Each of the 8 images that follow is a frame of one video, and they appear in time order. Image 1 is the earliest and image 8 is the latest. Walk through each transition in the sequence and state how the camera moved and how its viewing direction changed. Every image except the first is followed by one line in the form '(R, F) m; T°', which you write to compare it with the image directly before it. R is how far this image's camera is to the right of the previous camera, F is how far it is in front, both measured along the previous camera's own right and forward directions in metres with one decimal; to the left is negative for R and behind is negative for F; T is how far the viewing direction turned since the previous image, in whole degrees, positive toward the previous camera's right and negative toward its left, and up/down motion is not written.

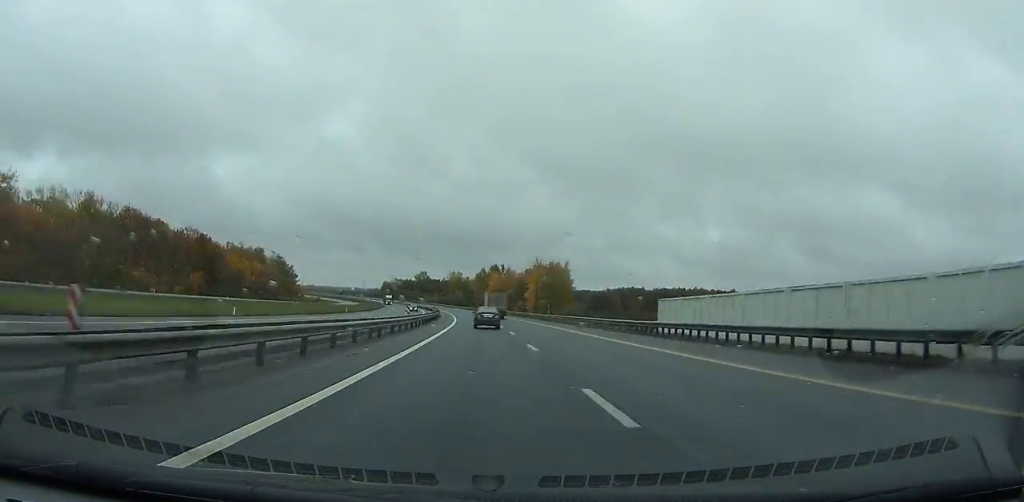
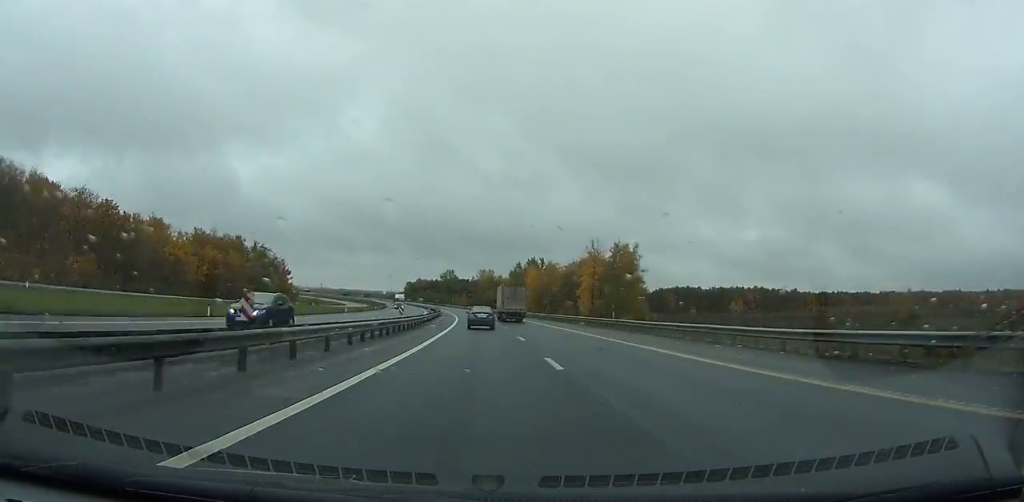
(+0.2, +54.2) m; -2°
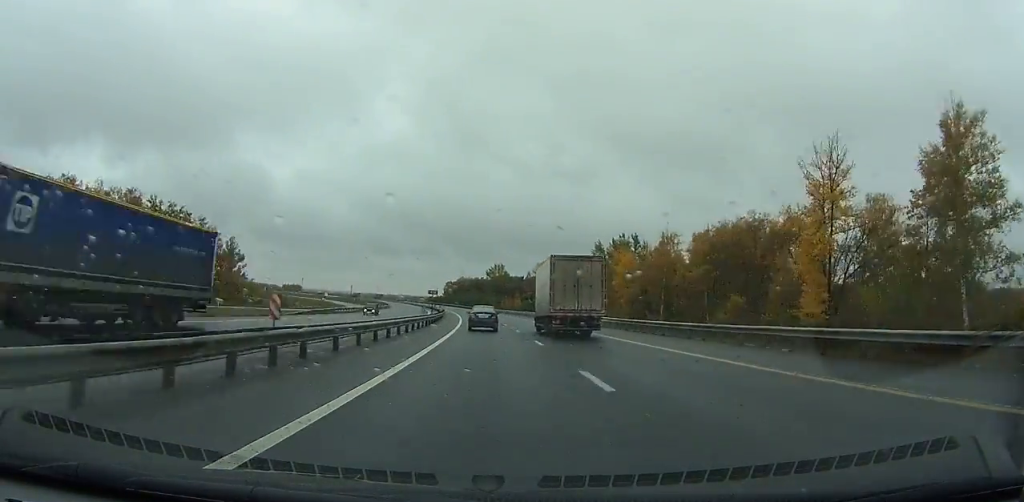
(-3.7, +87.7) m; -5°
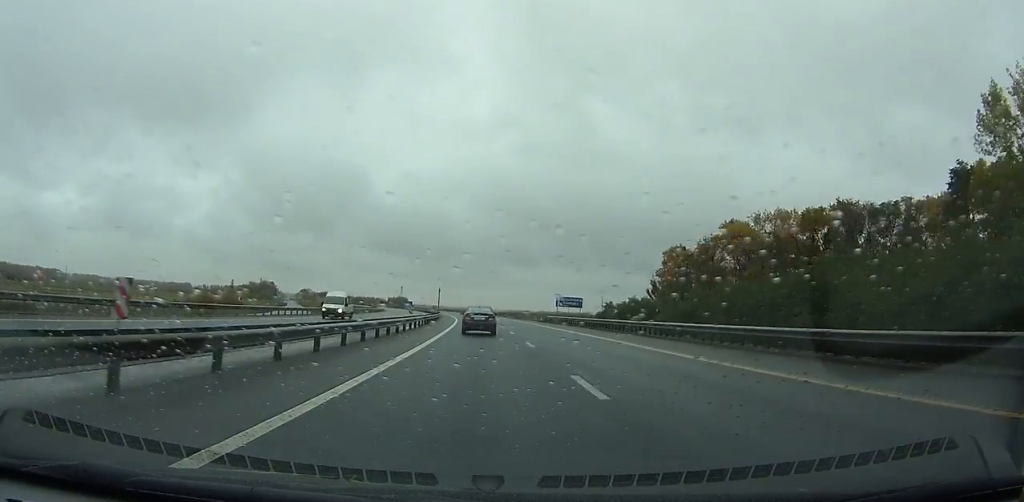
(-35.6, +265.1) m; -15°
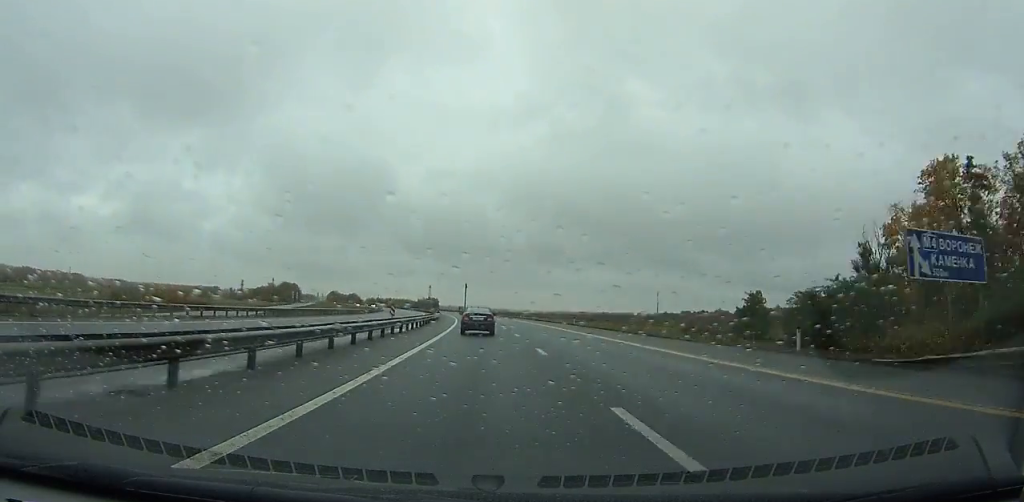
(-2.1, +64.0) m; -4°
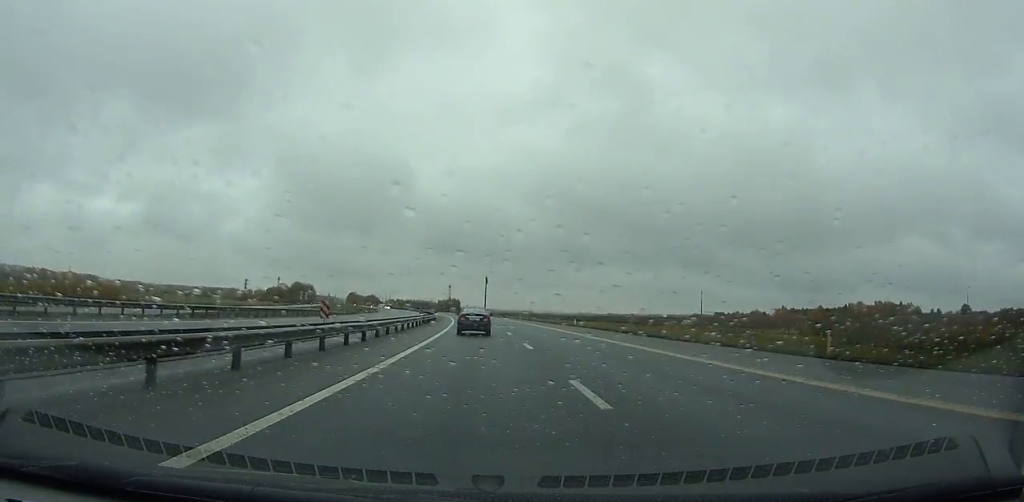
(-0.8, +44.9) m; -3°
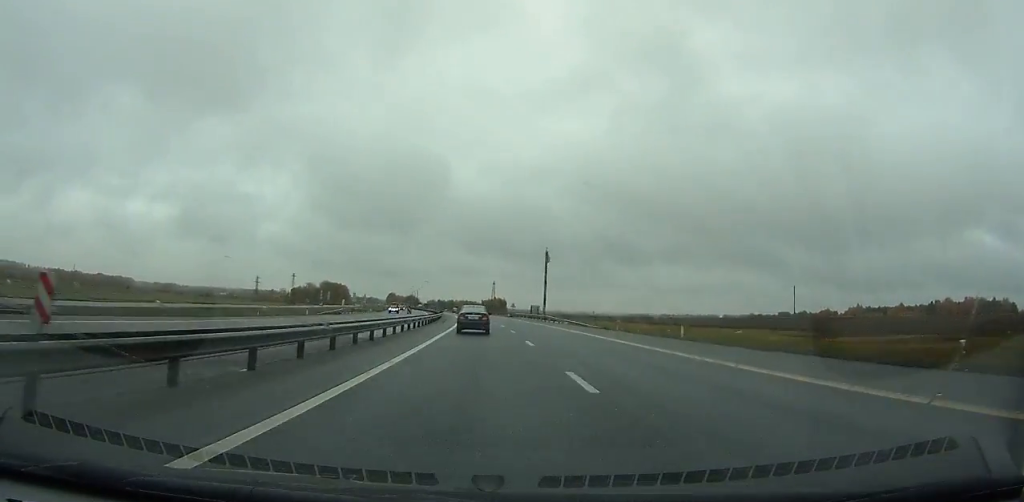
(-3.0, +70.5) m; -4°
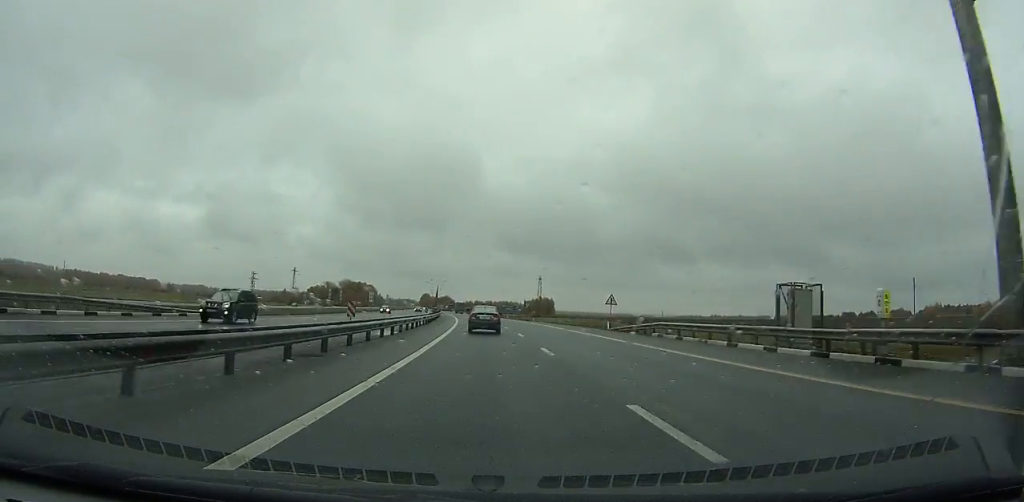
(-2.7, +73.9) m; -4°
